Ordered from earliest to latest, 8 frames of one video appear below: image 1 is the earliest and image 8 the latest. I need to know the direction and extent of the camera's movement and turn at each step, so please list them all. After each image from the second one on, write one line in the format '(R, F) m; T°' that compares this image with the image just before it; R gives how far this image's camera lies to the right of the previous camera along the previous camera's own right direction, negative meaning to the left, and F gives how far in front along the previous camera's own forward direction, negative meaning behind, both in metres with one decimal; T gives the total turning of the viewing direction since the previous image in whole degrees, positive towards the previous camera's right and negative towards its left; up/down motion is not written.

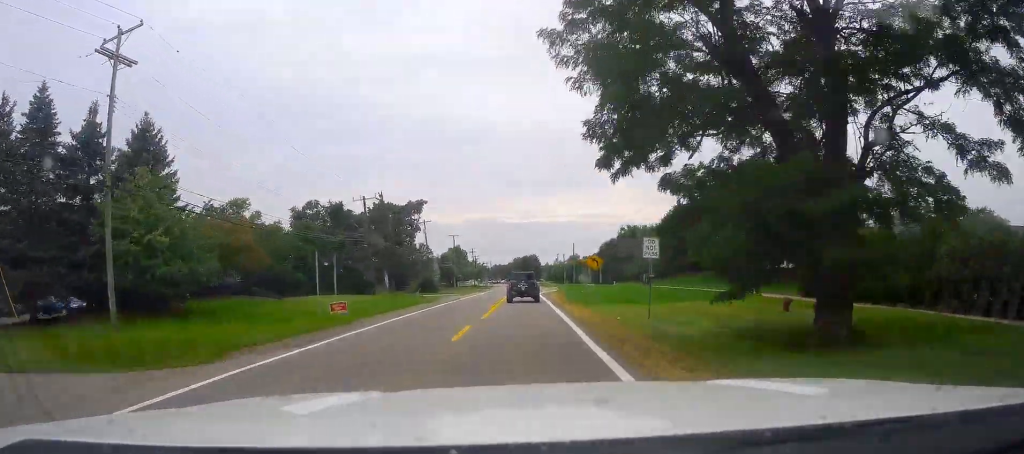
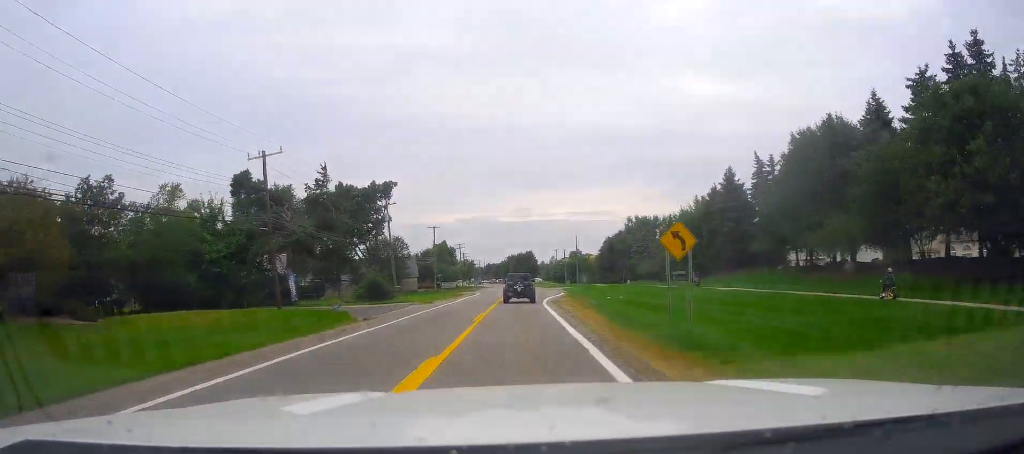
(0.0, +23.5) m; -1°
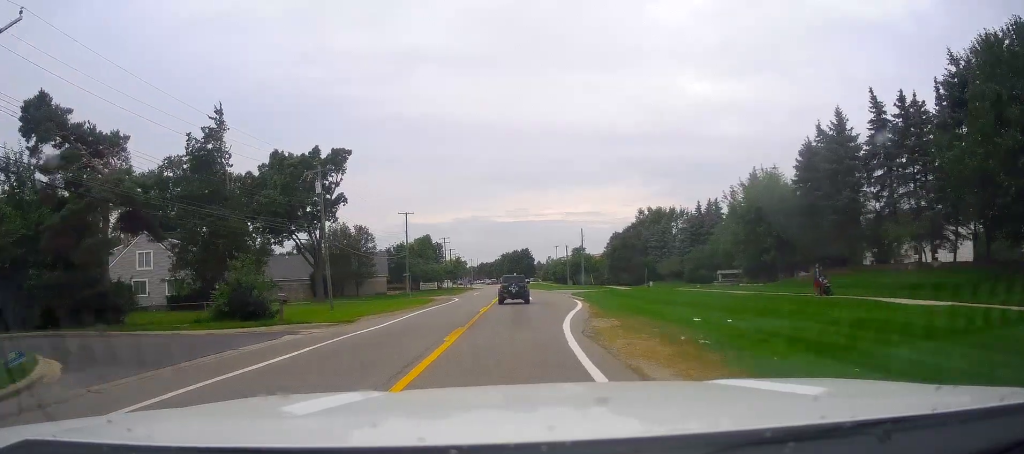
(-0.5, +23.4) m; -1°
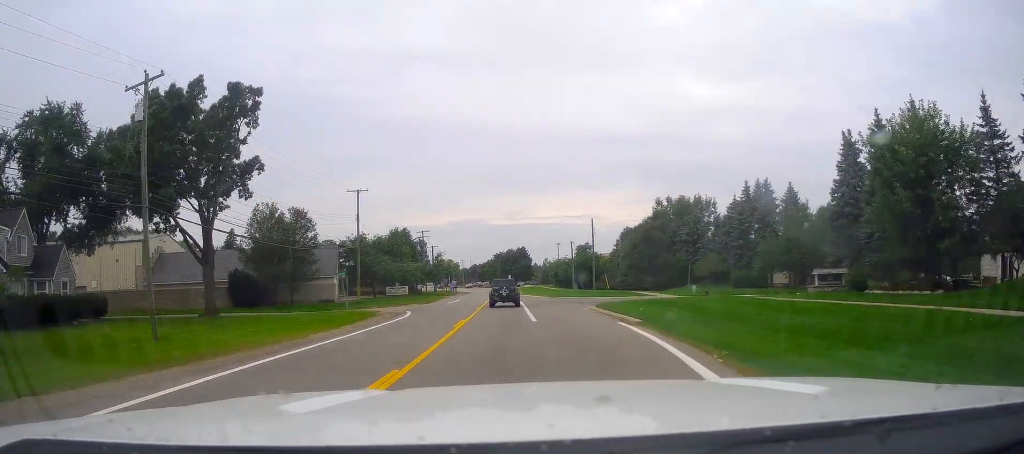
(+0.5, +24.1) m; +1°
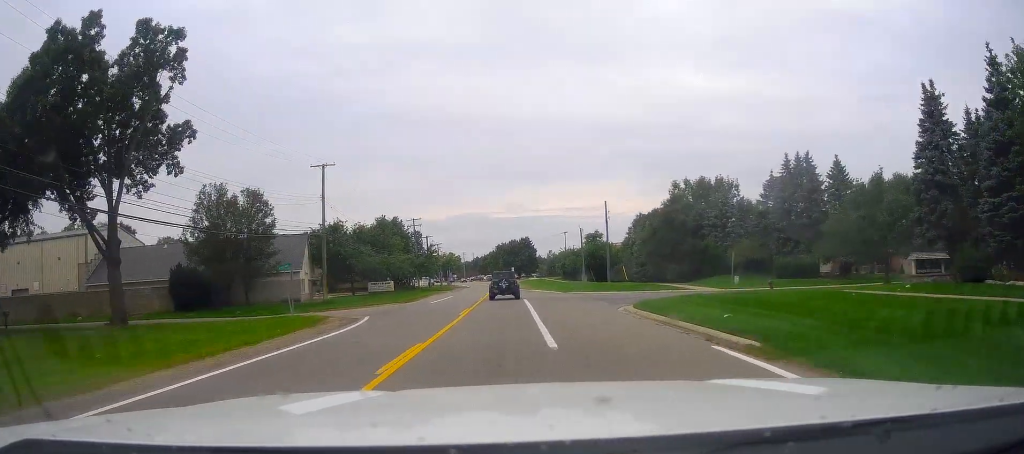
(-0.1, +11.6) m; 0°
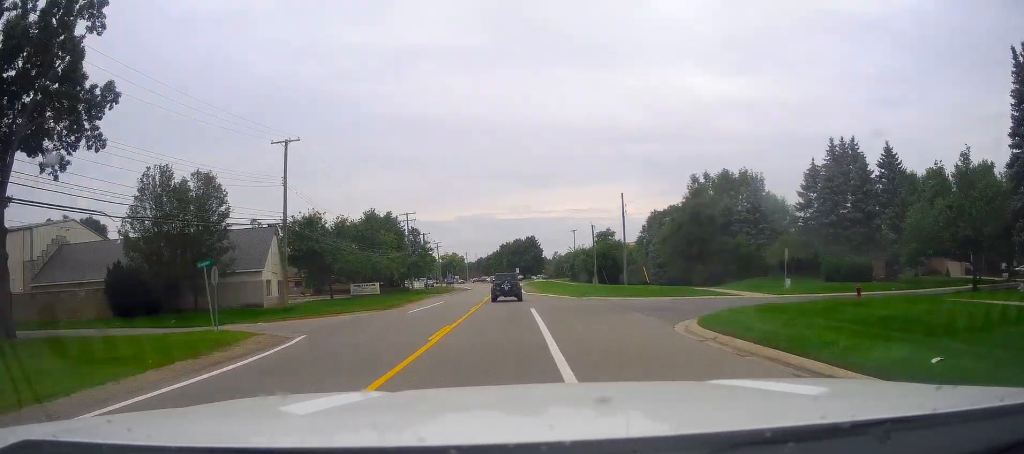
(-0.1, +9.3) m; 0°
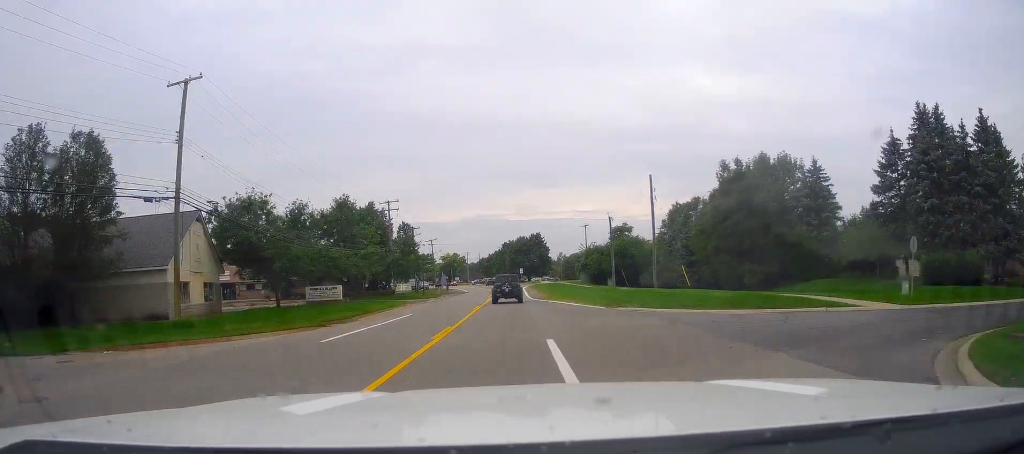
(+0.2, +14.3) m; +1°
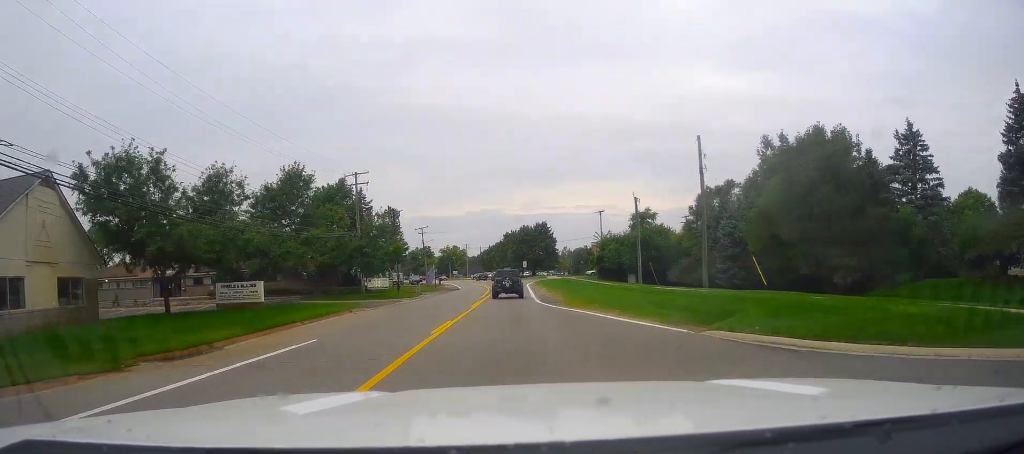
(0.0, +15.9) m; -2°
